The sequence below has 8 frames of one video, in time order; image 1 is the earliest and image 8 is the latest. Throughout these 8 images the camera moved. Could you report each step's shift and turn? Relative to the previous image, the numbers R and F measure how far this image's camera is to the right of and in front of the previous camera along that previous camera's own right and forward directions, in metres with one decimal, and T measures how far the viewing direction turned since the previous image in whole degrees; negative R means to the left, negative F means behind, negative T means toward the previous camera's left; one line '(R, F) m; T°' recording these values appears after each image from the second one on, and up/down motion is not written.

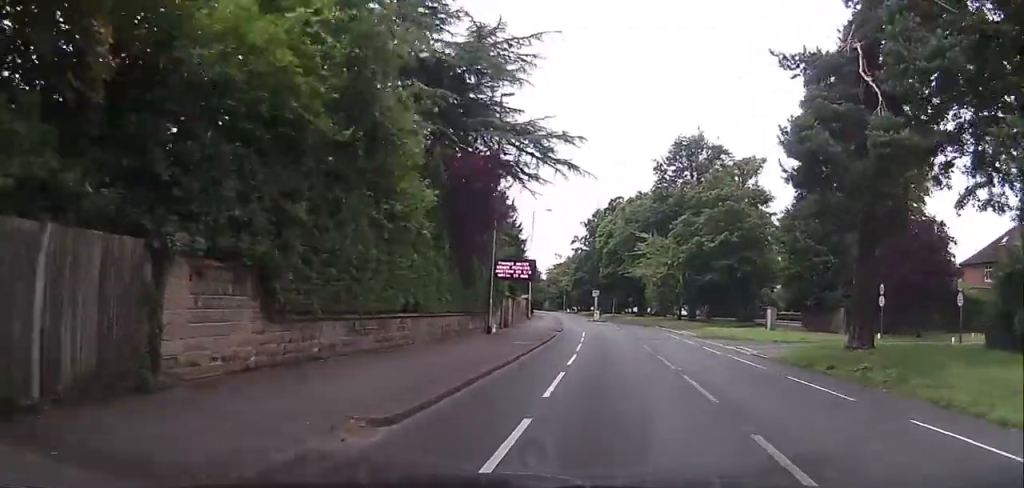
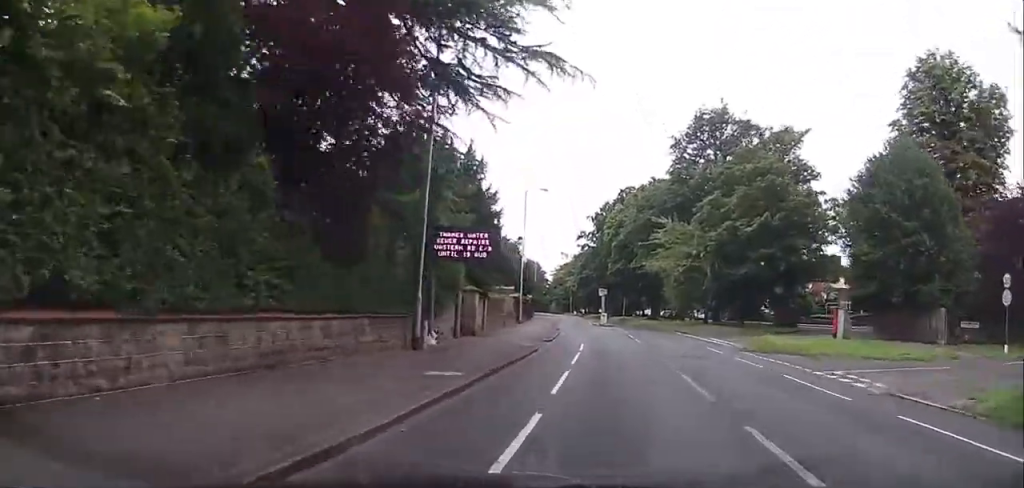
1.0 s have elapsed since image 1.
(0.0, +11.9) m; +1°
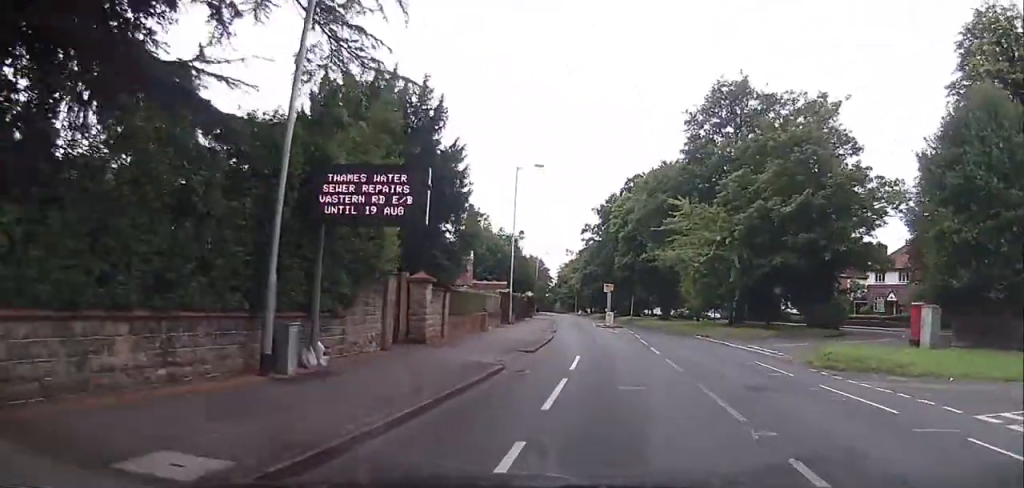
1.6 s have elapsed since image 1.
(+0.1, +8.1) m; +1°
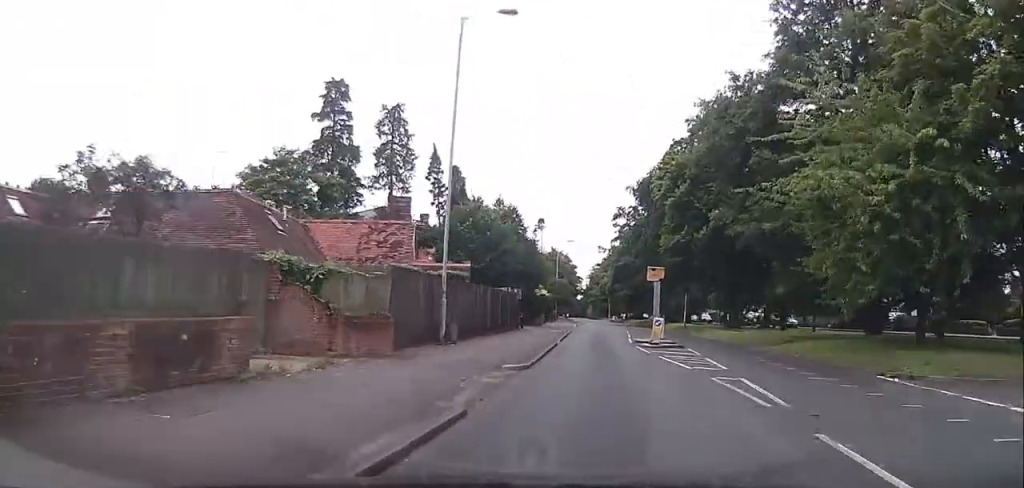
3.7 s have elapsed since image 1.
(+0.7, +23.8) m; +3°
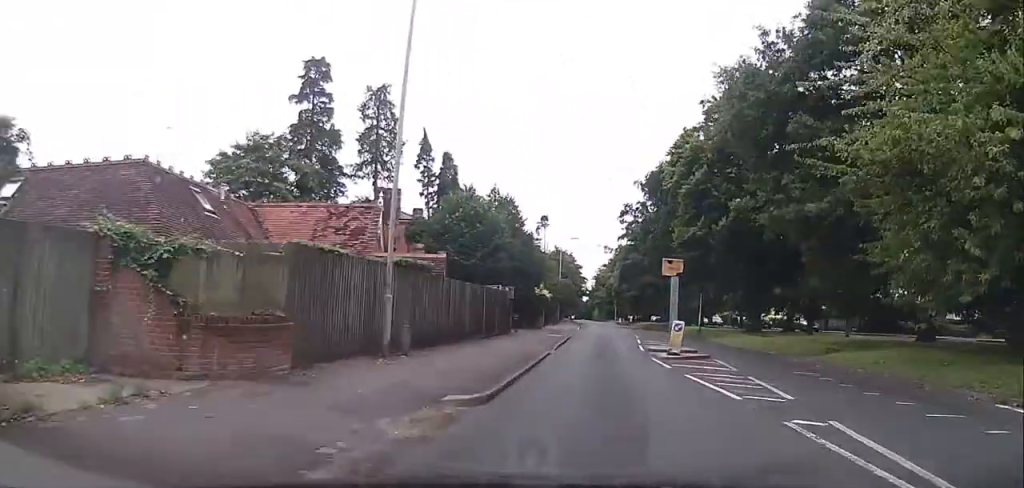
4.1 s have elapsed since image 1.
(+0.1, +5.3) m; +1°
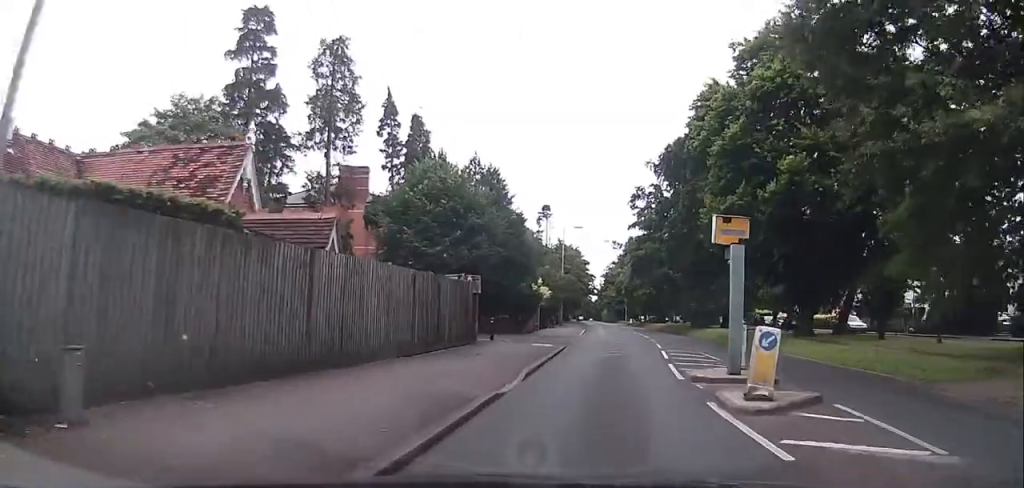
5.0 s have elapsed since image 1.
(0.0, +10.4) m; 0°
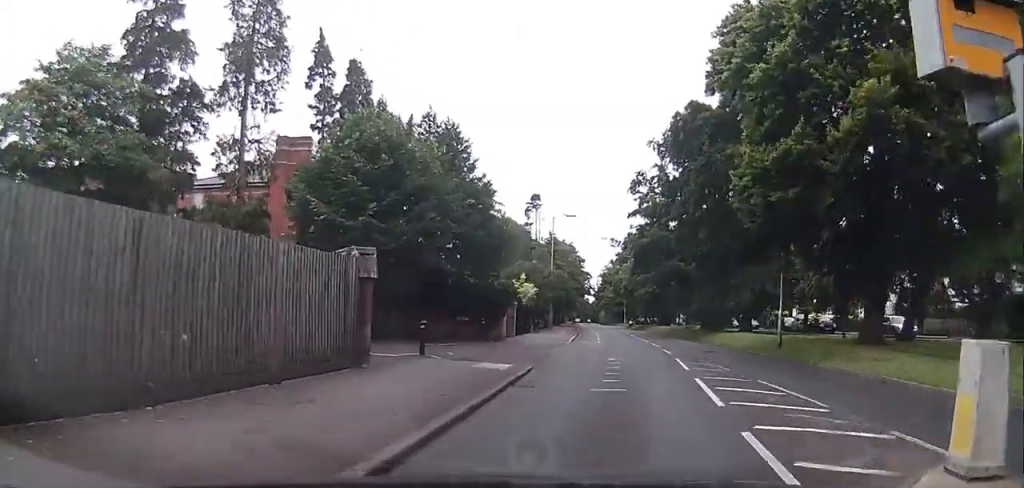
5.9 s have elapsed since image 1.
(0.0, +10.1) m; -1°
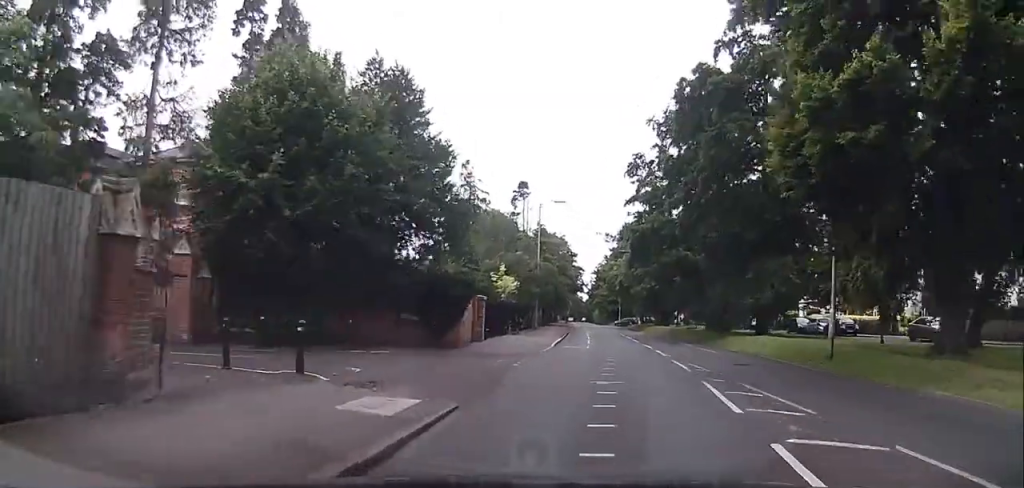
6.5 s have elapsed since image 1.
(-0.1, +7.0) m; 0°
